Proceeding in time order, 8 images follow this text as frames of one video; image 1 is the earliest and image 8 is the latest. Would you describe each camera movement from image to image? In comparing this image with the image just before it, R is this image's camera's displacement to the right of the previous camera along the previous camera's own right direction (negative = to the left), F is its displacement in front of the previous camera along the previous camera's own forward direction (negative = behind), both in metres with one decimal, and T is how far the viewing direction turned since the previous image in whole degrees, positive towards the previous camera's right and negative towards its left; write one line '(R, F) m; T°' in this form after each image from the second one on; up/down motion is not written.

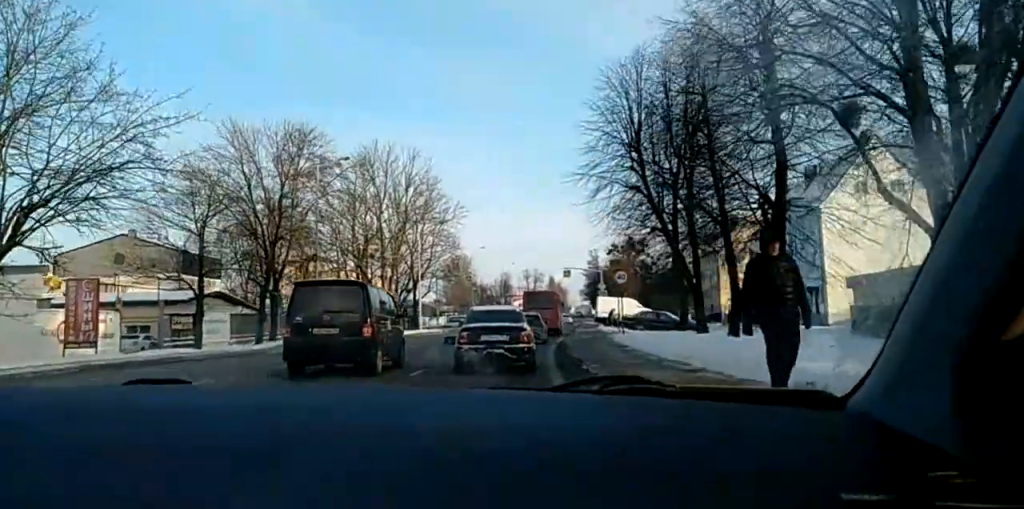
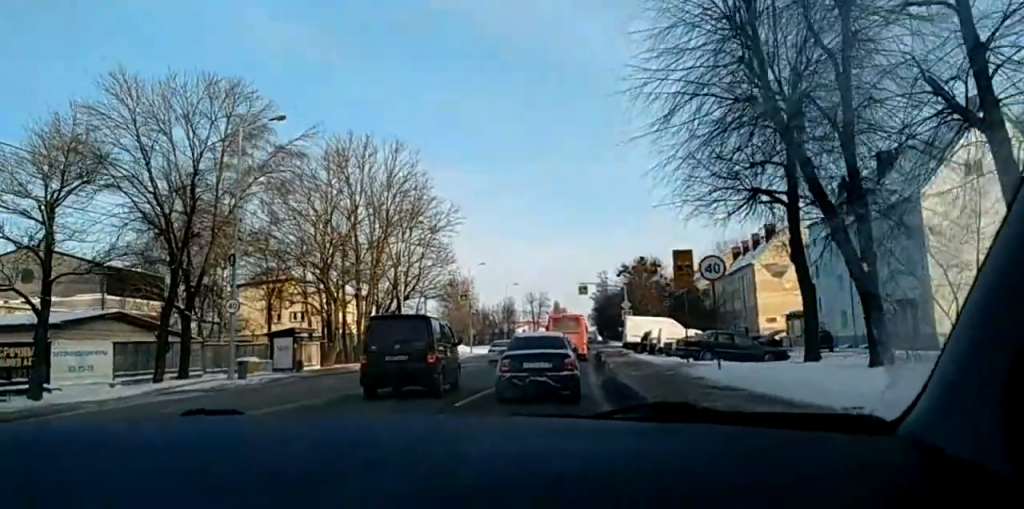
(+1.3, +16.7) m; +7°
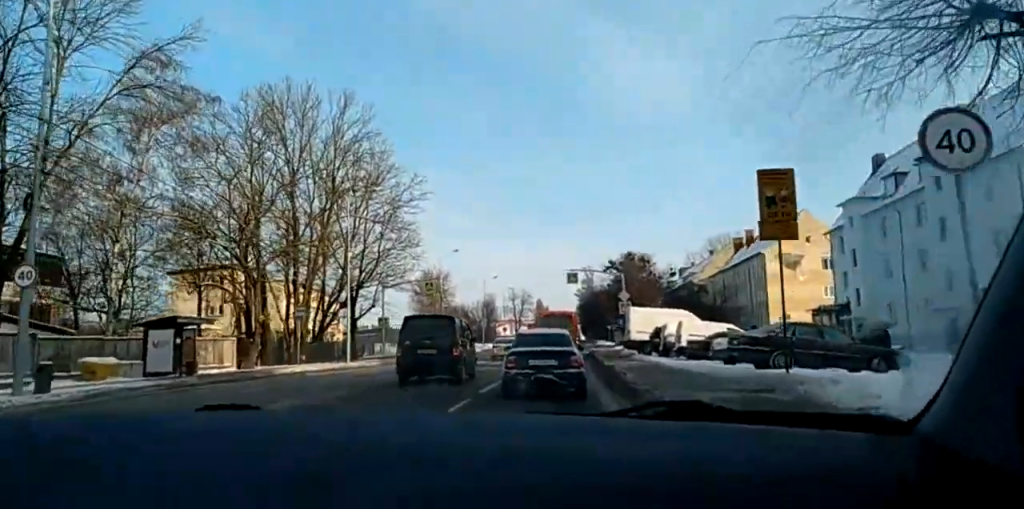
(0.0, +13.1) m; +2°
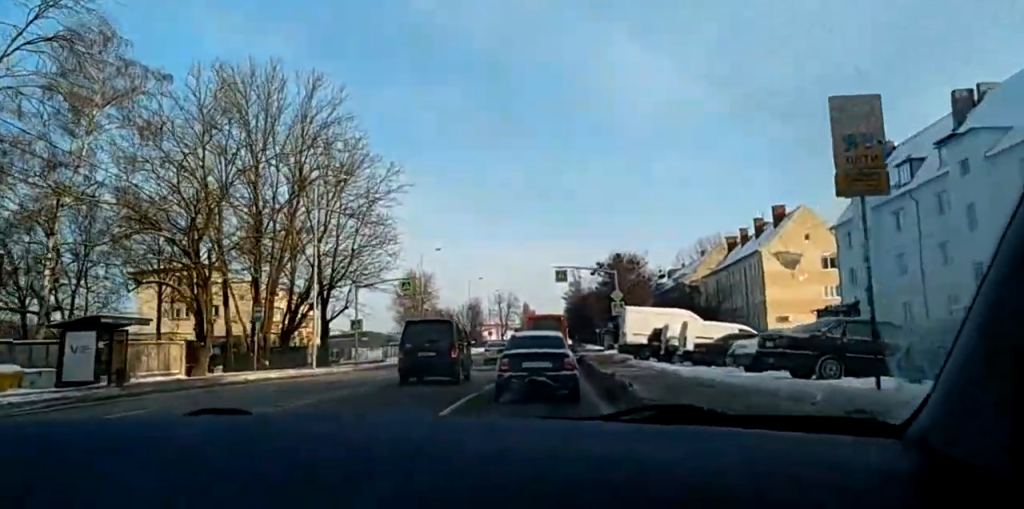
(0.0, +4.3) m; +3°
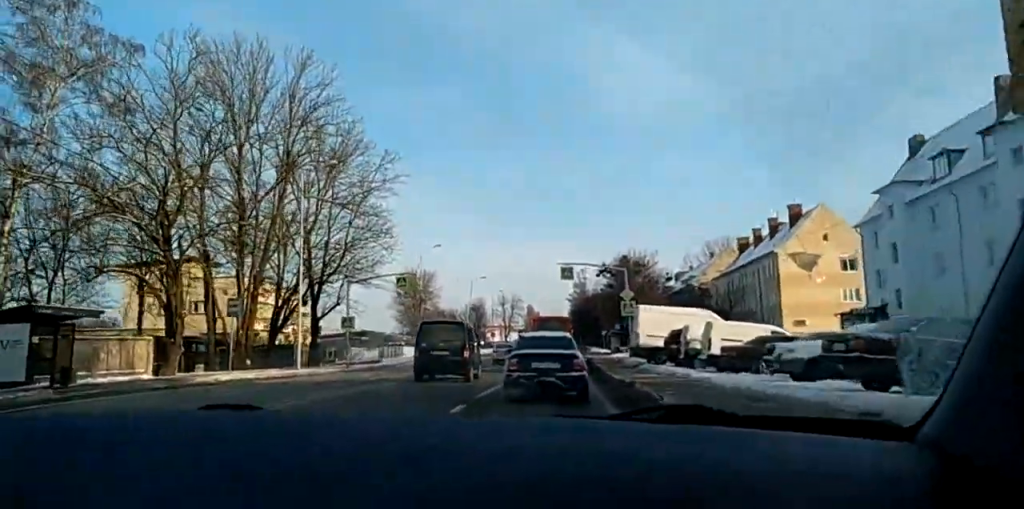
(+0.2, +3.4) m; +3°
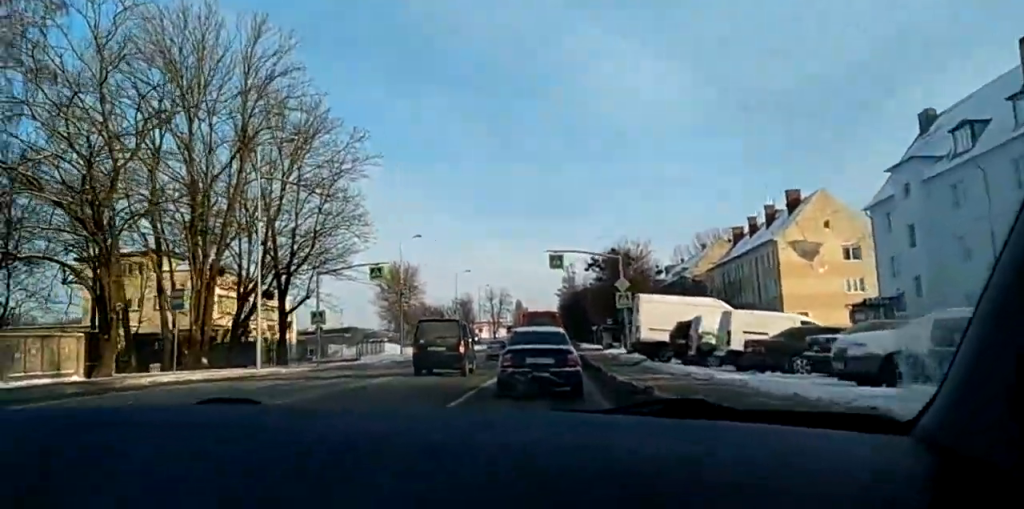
(+0.1, +3.7) m; +2°
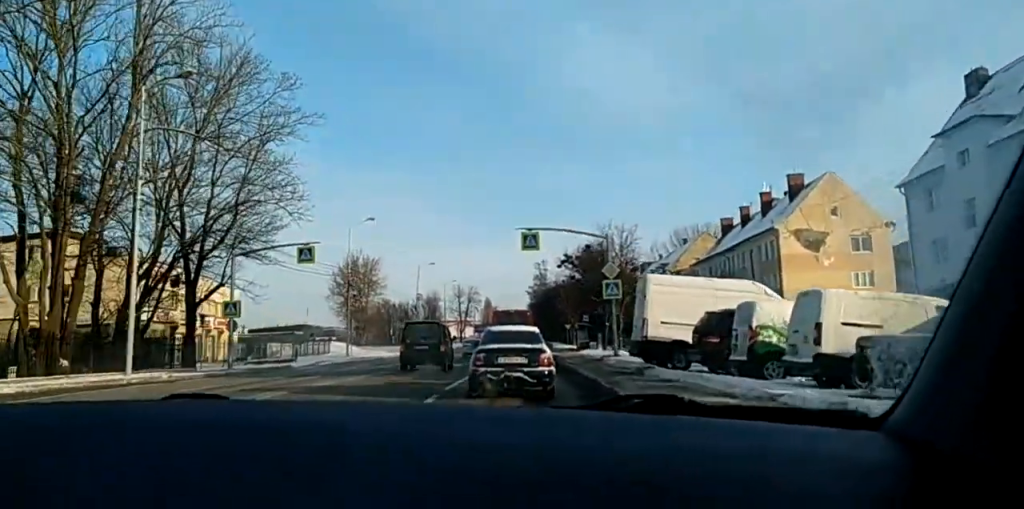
(+0.2, +6.9) m; 0°
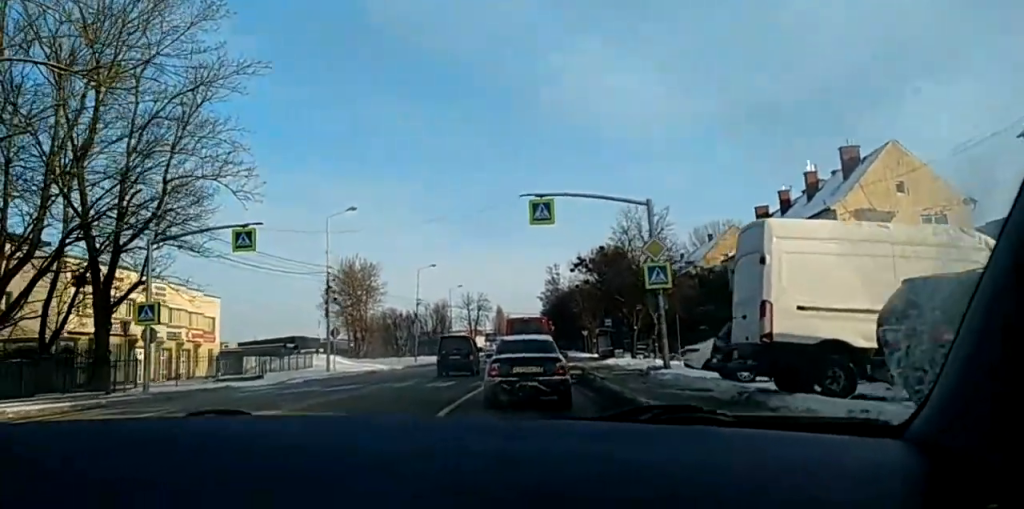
(-0.1, +8.1) m; -1°
